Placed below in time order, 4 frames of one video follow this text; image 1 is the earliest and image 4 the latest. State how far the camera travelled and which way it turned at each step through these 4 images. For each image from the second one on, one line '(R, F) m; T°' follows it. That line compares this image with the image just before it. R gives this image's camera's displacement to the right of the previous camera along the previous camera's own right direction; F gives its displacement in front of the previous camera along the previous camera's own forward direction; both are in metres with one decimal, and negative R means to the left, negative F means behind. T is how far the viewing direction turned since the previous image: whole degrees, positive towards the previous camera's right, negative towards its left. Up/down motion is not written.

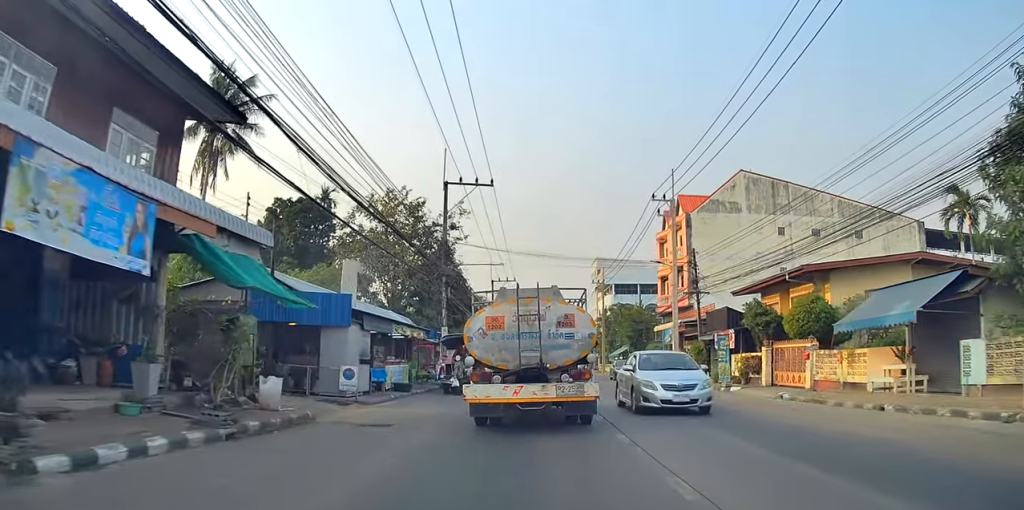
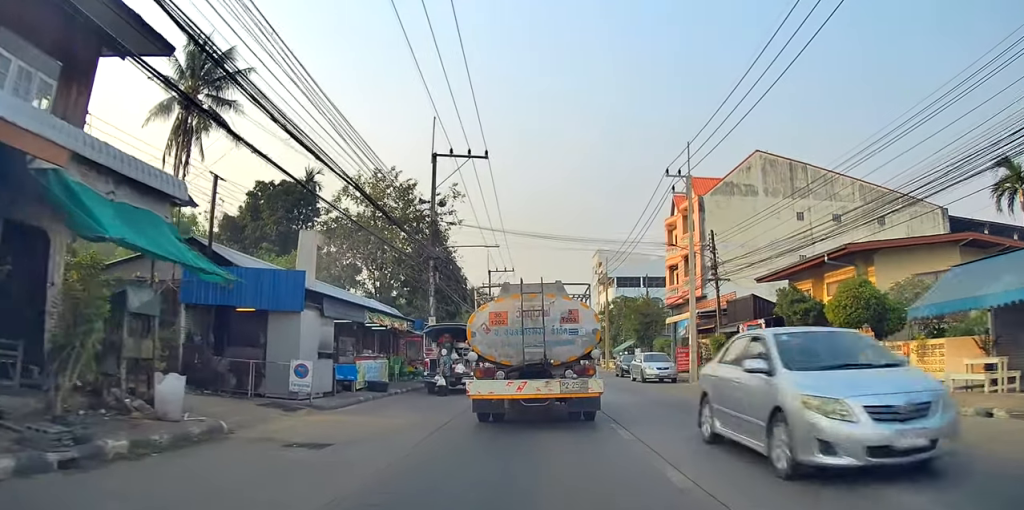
(0.0, +4.0) m; 0°
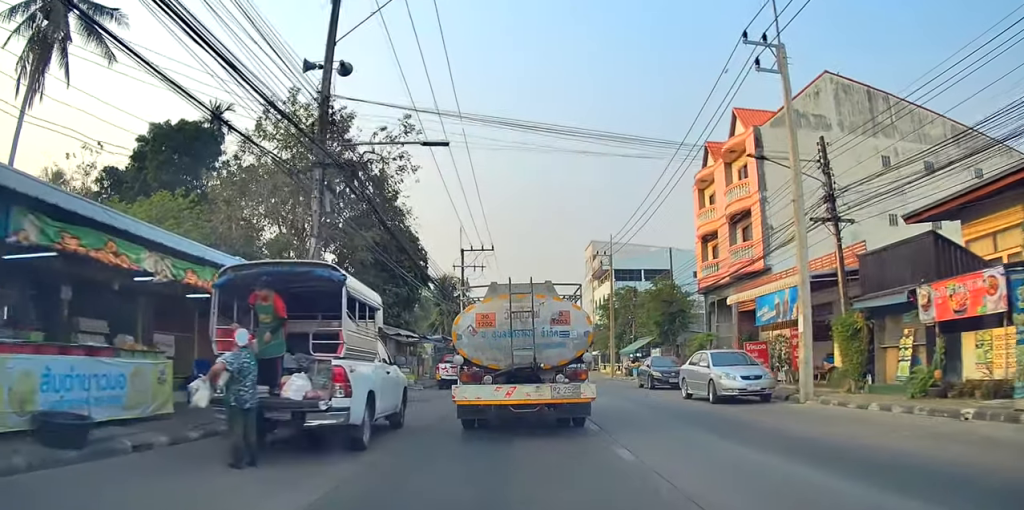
(0.0, +14.7) m; 0°
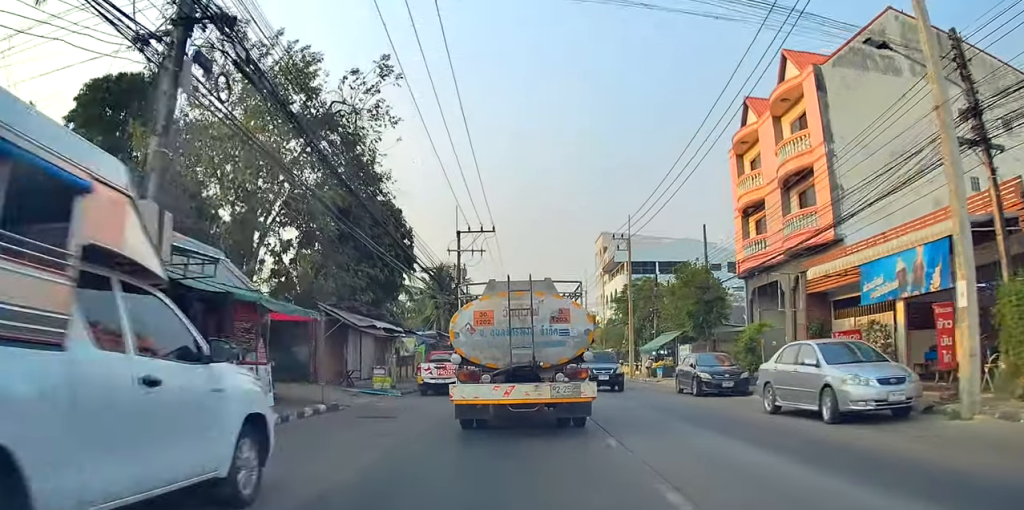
(0.0, +6.9) m; 0°
